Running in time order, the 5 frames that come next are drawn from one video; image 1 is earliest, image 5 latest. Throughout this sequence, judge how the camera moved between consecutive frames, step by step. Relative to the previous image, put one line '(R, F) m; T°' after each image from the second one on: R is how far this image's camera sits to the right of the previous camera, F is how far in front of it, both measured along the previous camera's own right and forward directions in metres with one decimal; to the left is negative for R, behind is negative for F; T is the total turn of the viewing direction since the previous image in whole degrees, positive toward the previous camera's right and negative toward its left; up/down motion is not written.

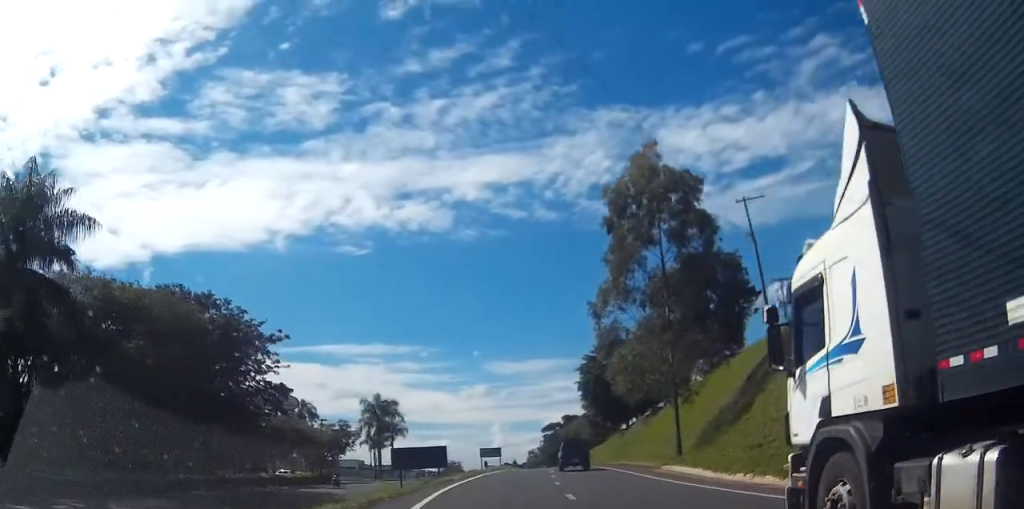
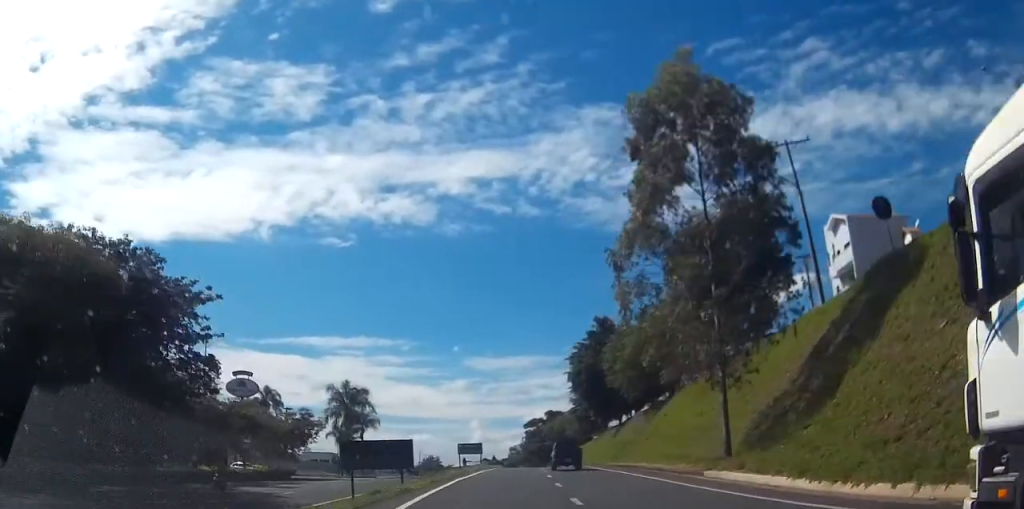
(+0.2, +9.4) m; +1°
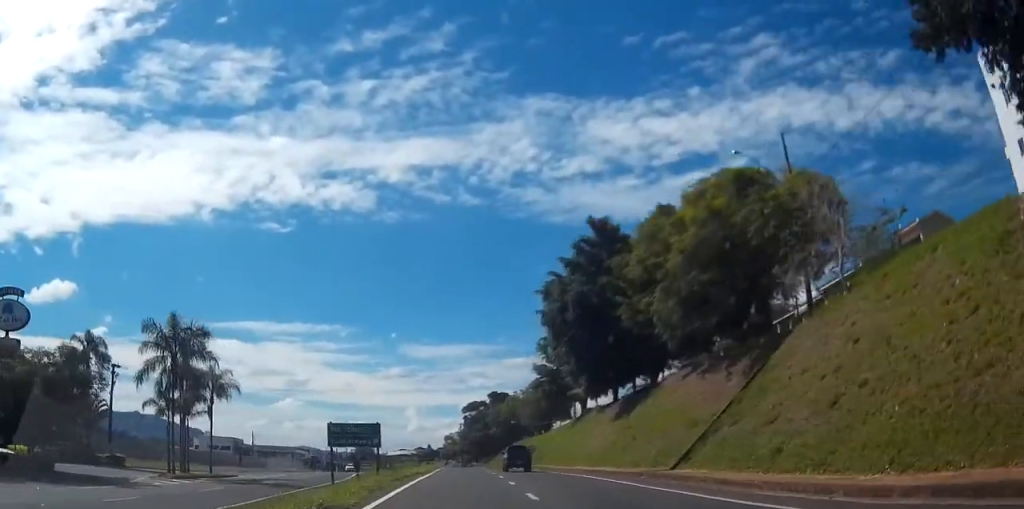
(+1.4, +36.0) m; +4°
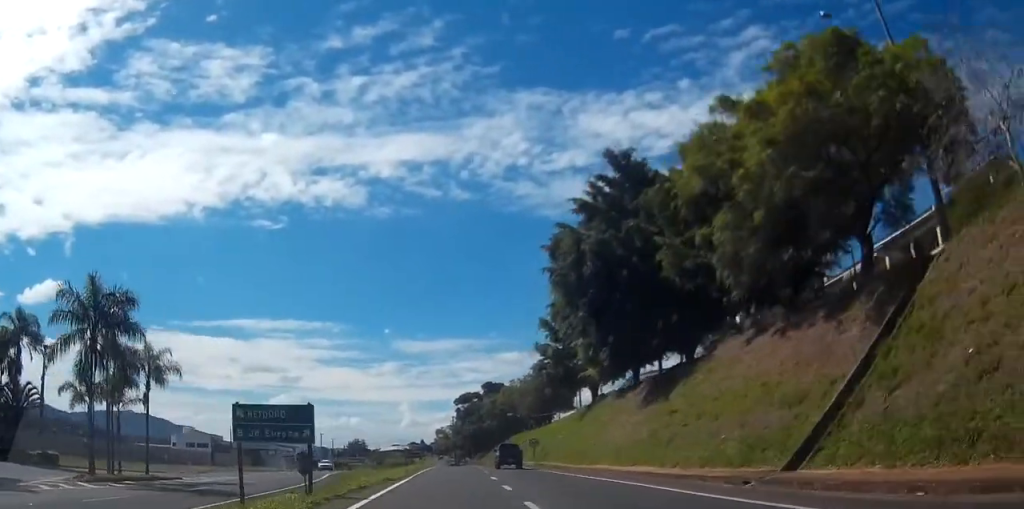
(0.0, +11.4) m; +1°
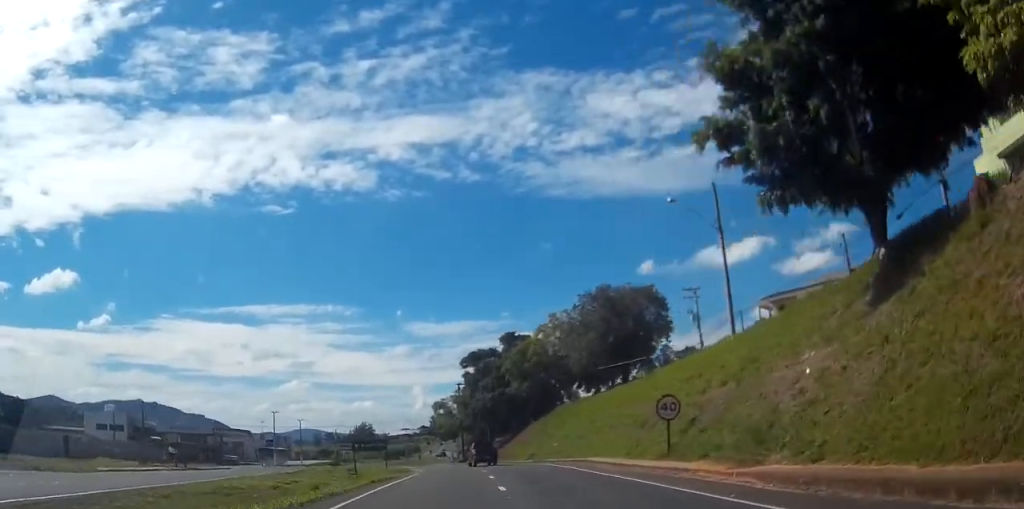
(+0.5, +49.2) m; 0°
